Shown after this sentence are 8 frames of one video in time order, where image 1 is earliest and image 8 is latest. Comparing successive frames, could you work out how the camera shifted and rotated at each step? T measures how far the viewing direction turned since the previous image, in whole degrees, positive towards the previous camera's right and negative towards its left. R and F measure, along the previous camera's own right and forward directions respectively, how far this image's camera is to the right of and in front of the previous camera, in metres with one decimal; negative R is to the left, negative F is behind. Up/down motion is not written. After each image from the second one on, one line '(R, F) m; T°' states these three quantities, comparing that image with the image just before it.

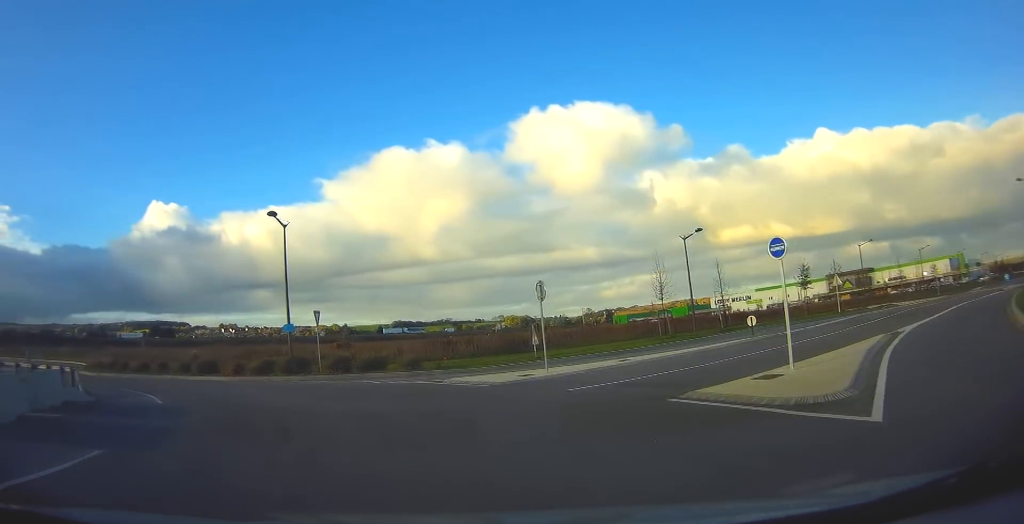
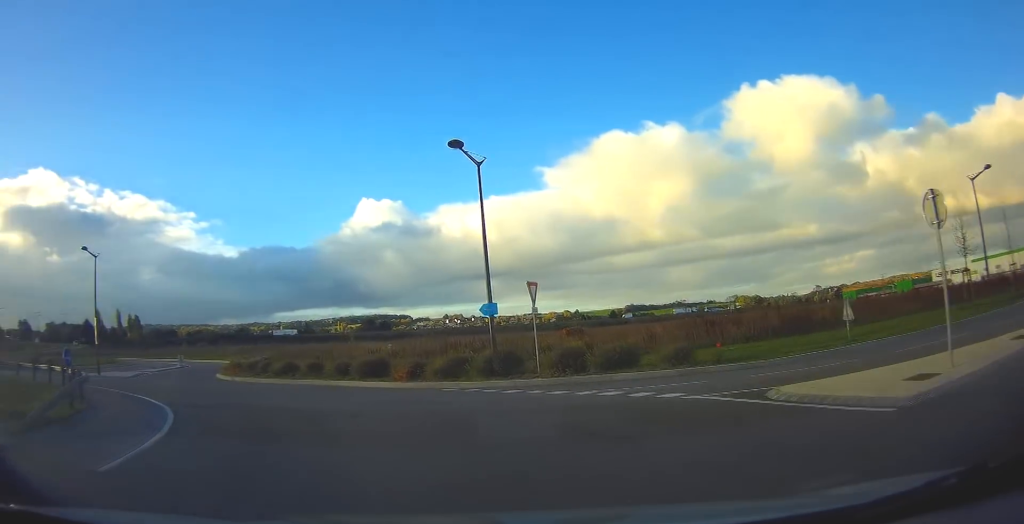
(-1.7, +9.7) m; -20°
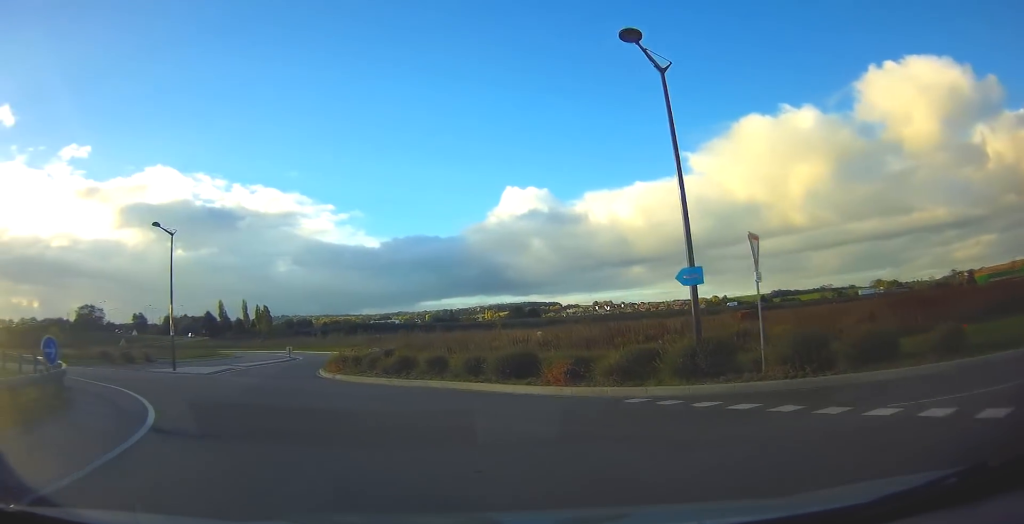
(-1.0, +7.0) m; -16°
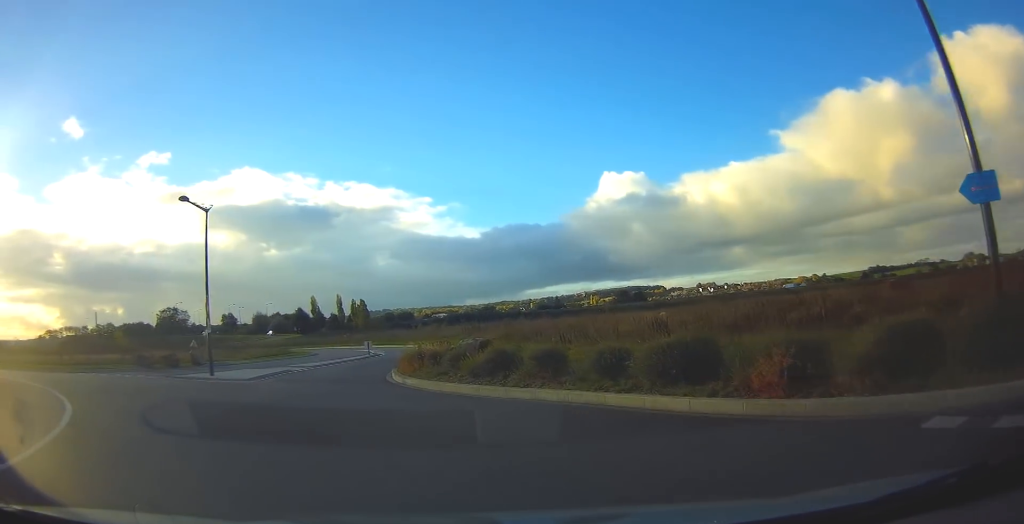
(-0.8, +6.9) m; -12°
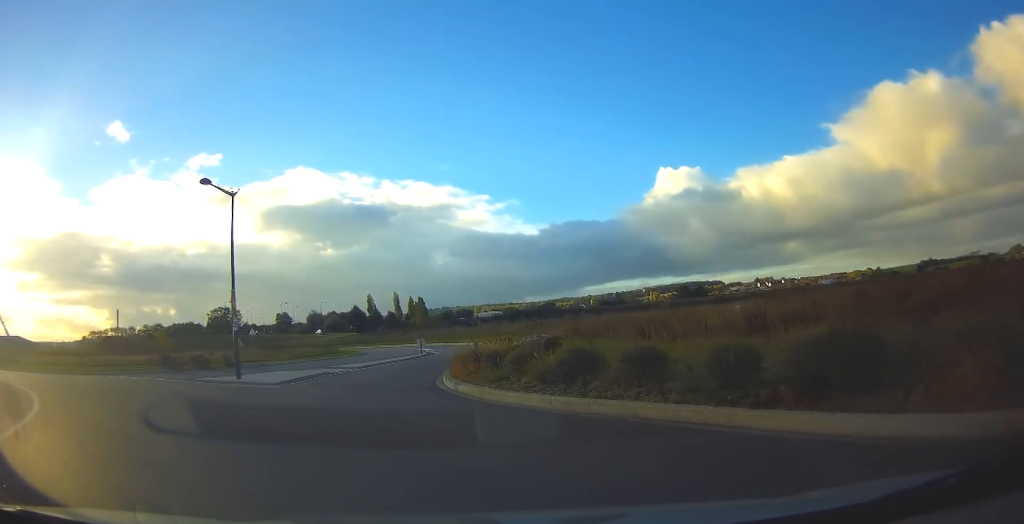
(-0.2, +3.1) m; -5°
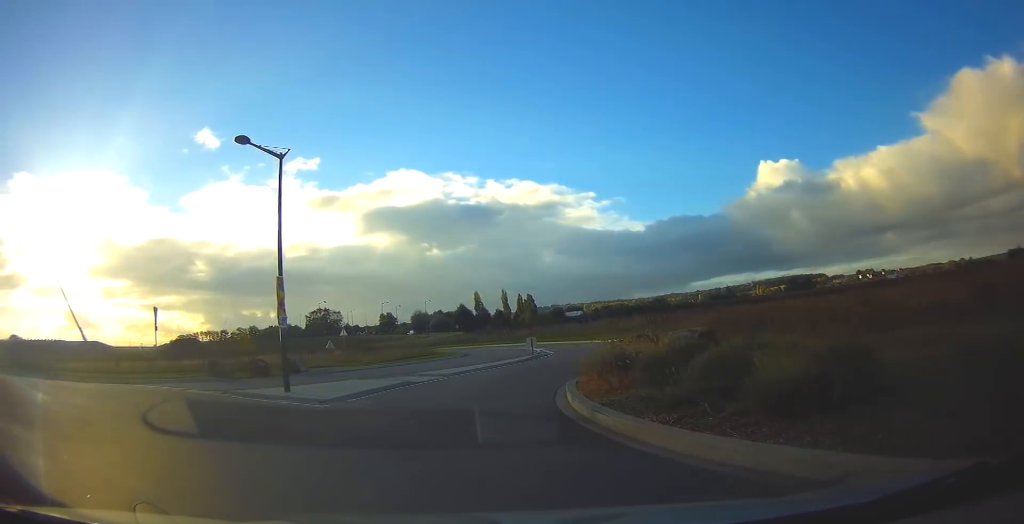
(-0.4, +5.7) m; -8°
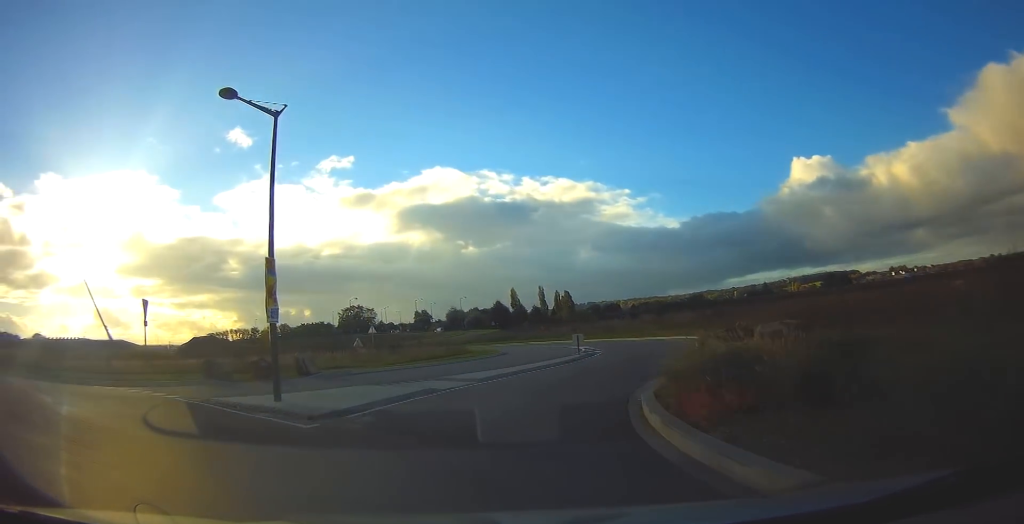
(-0.3, +3.7) m; -3°
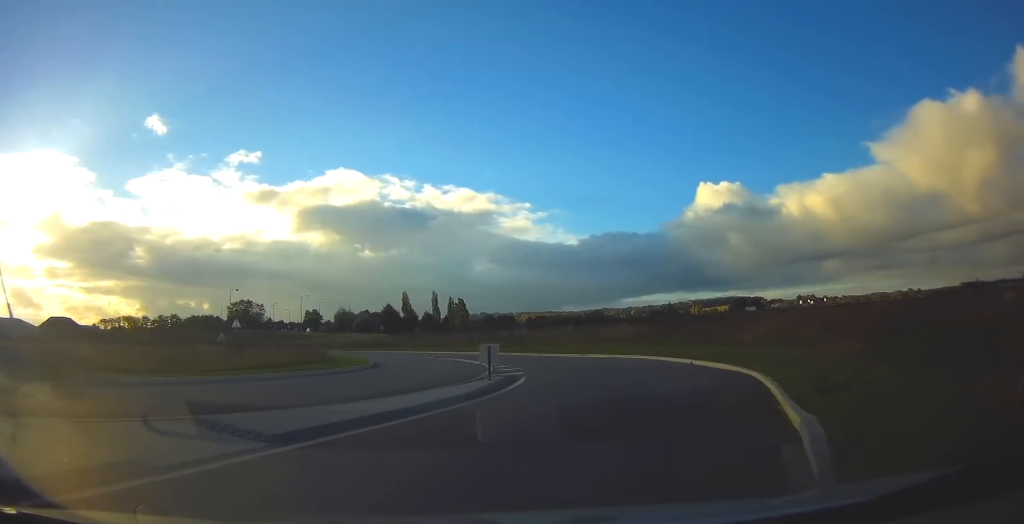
(-0.1, +10.5) m; +5°
